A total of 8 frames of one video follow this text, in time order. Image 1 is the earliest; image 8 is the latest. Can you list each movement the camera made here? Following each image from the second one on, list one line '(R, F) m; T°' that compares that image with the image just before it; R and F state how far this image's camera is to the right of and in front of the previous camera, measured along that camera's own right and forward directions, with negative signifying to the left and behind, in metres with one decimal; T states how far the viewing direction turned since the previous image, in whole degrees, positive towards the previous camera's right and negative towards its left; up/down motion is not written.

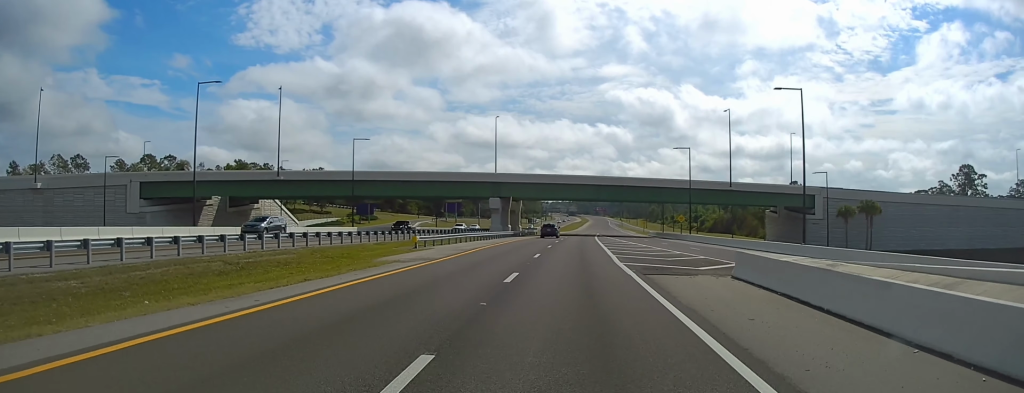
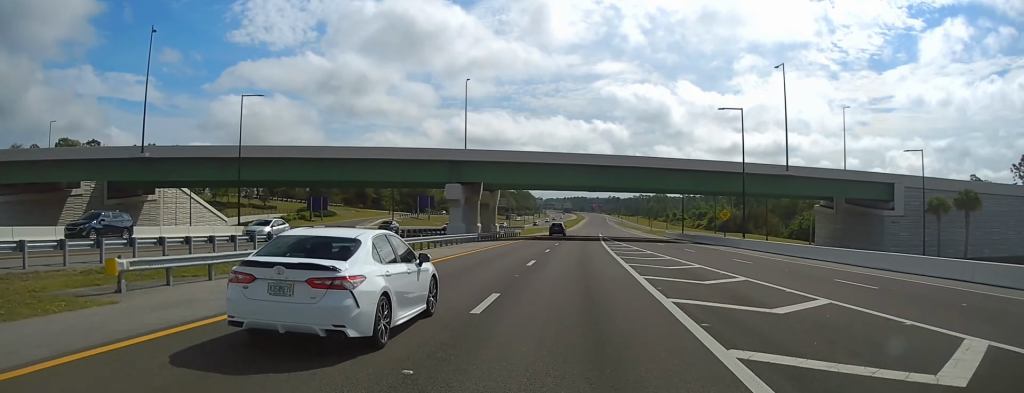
(+0.2, +30.3) m; +1°
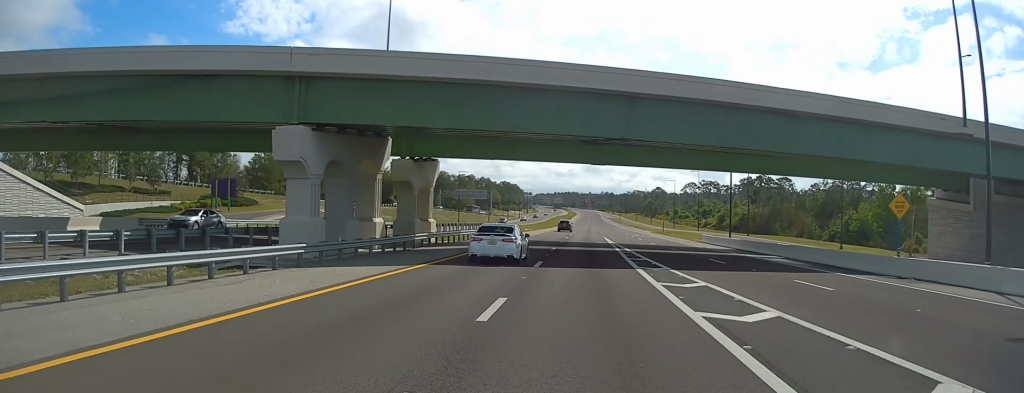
(+0.4, +37.6) m; +1°
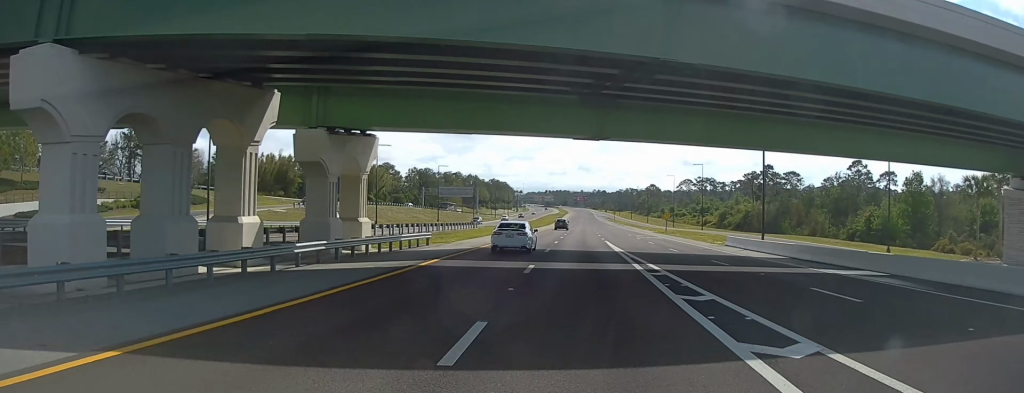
(+0.1, +15.3) m; 0°
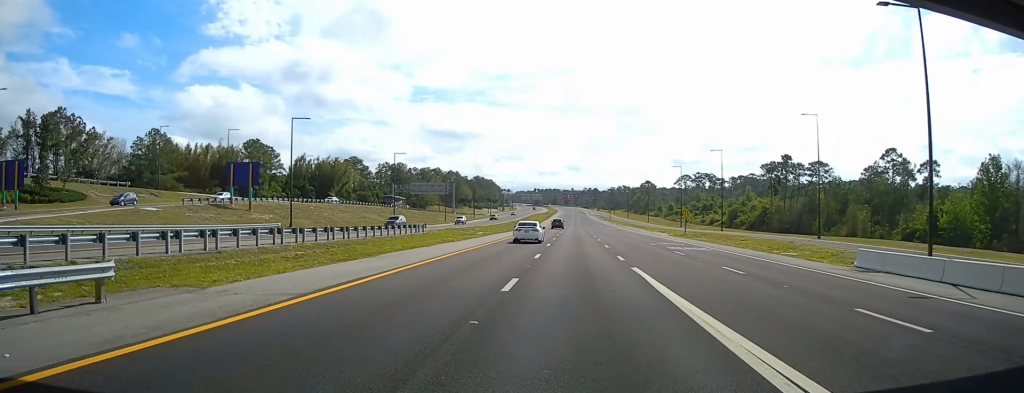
(0.0, +29.2) m; 0°
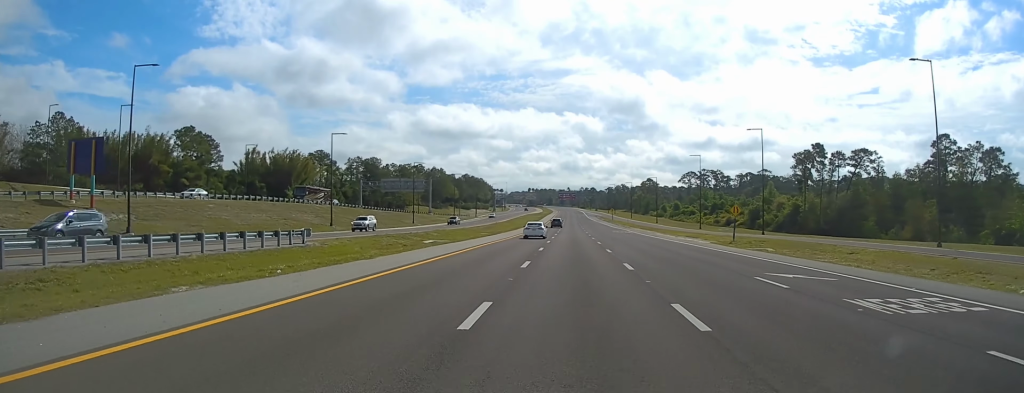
(+0.1, +29.4) m; 0°
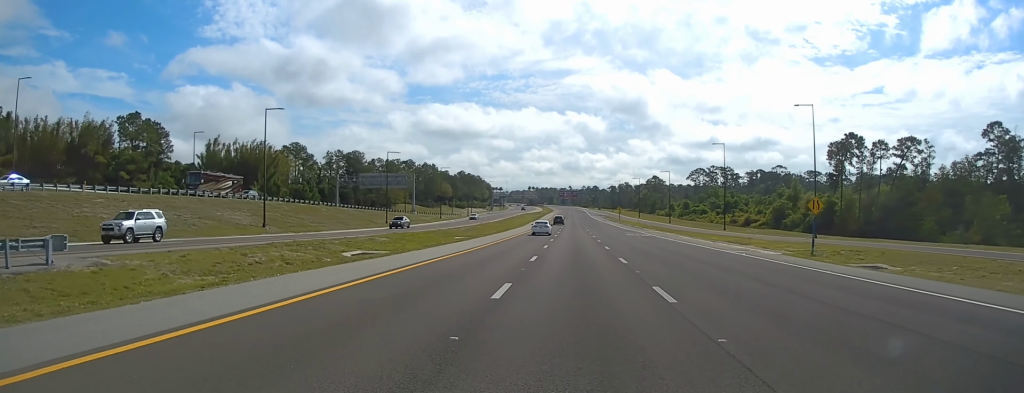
(+0.1, +20.7) m; 0°
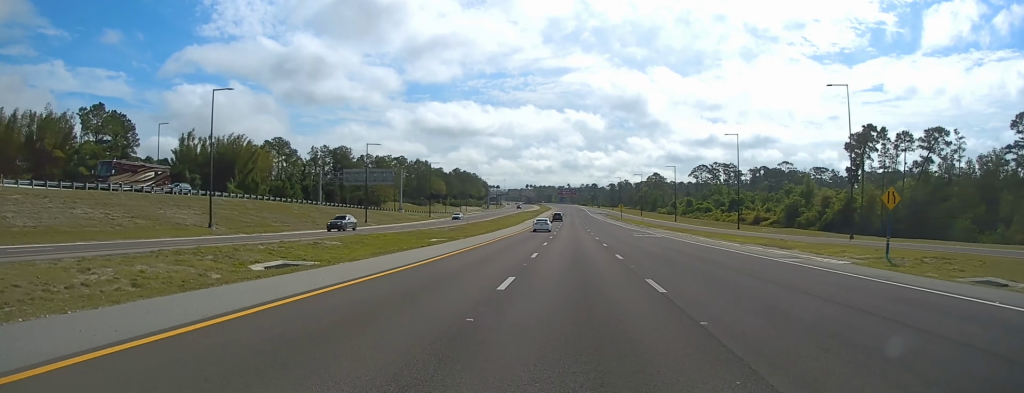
(0.0, +10.9) m; 0°
